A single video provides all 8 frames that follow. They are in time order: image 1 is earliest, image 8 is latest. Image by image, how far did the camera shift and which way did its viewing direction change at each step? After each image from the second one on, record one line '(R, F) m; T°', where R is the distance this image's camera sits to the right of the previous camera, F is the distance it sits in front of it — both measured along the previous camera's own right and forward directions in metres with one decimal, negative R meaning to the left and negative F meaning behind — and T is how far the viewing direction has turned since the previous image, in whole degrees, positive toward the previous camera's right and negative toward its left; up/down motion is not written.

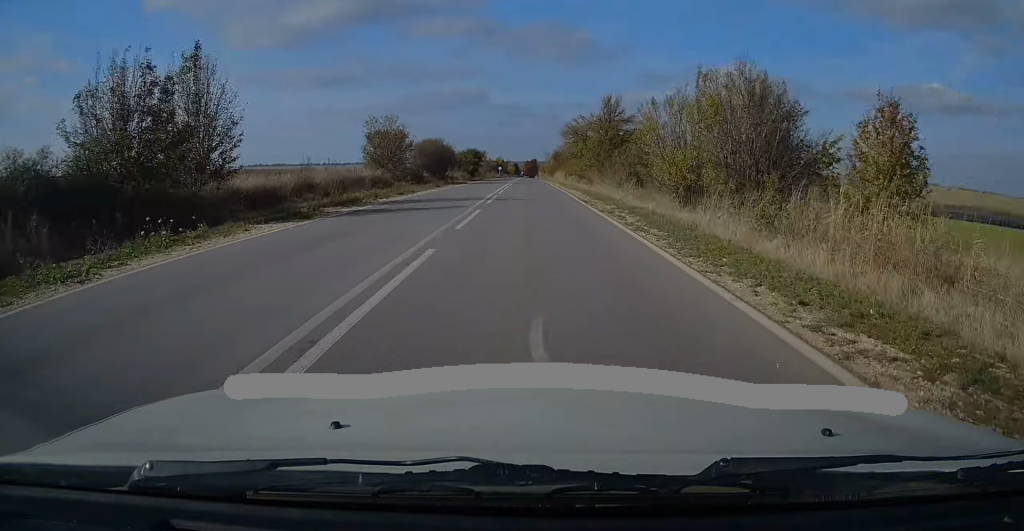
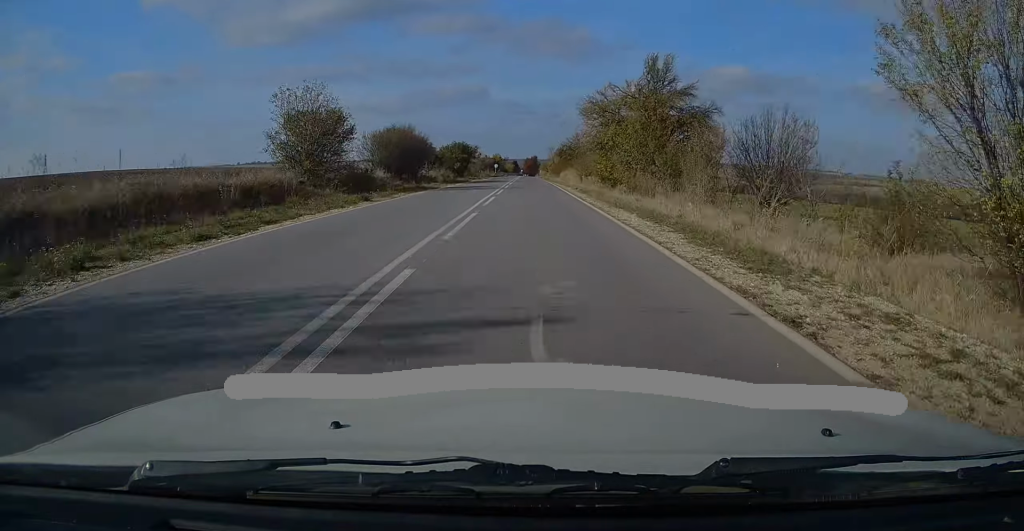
(+0.1, +19.8) m; 0°
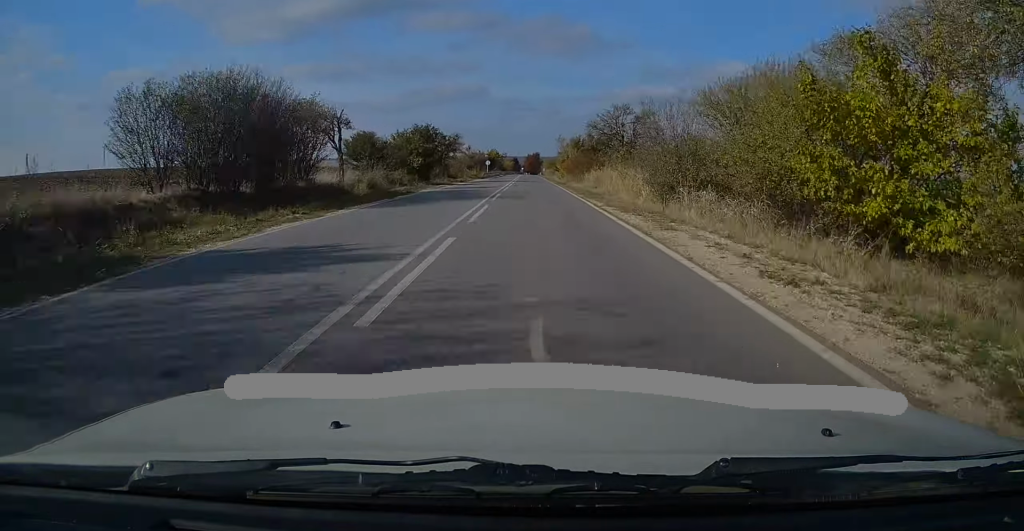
(-0.2, +32.6) m; -1°
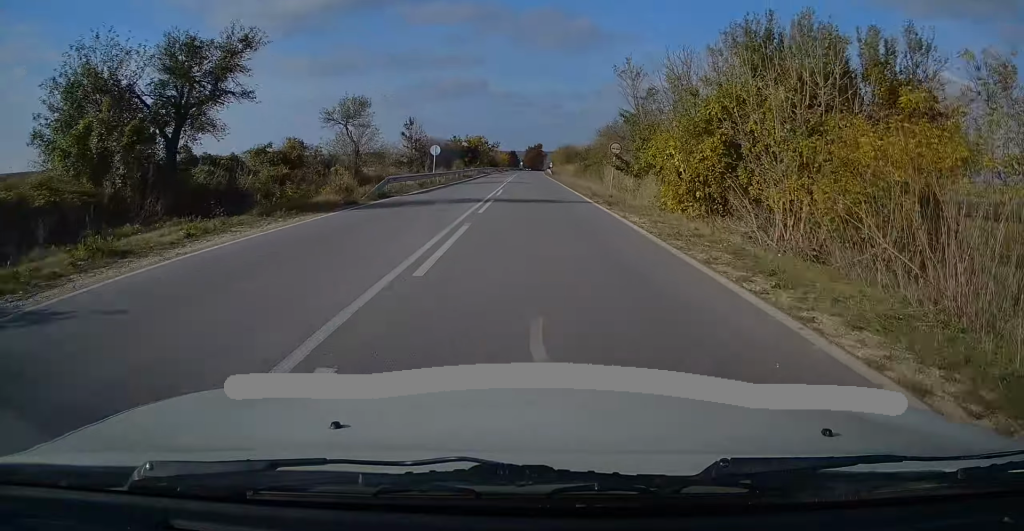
(+0.2, +61.2) m; 0°
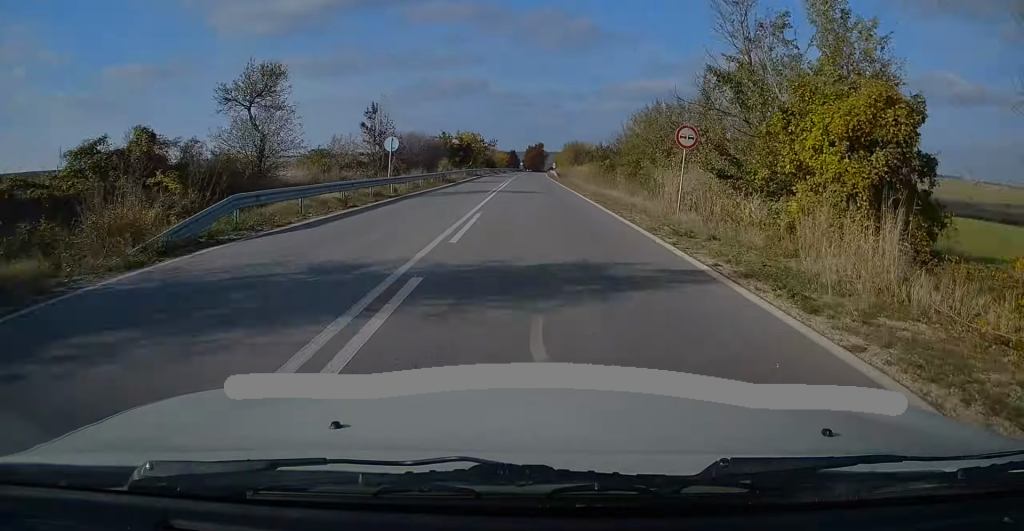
(-0.1, +15.1) m; 0°
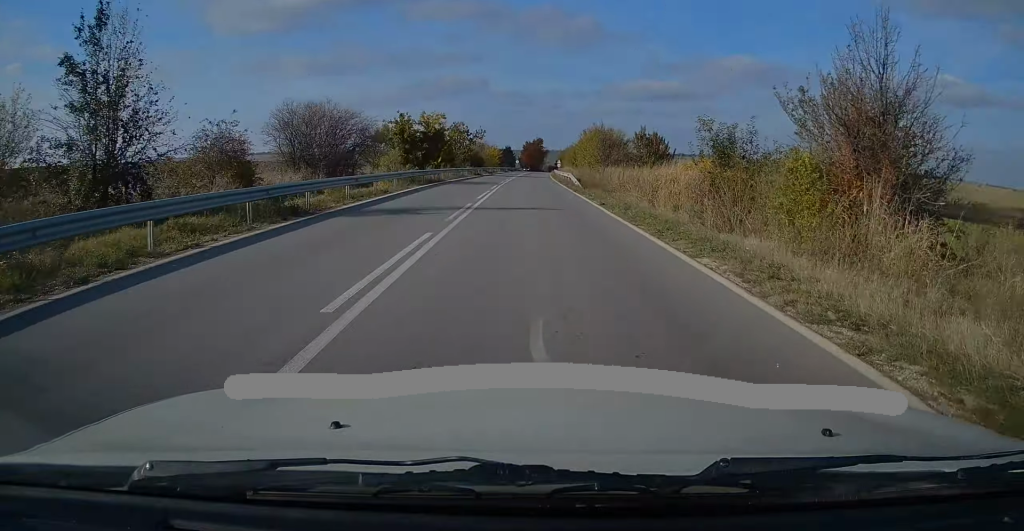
(+0.1, +31.4) m; 0°
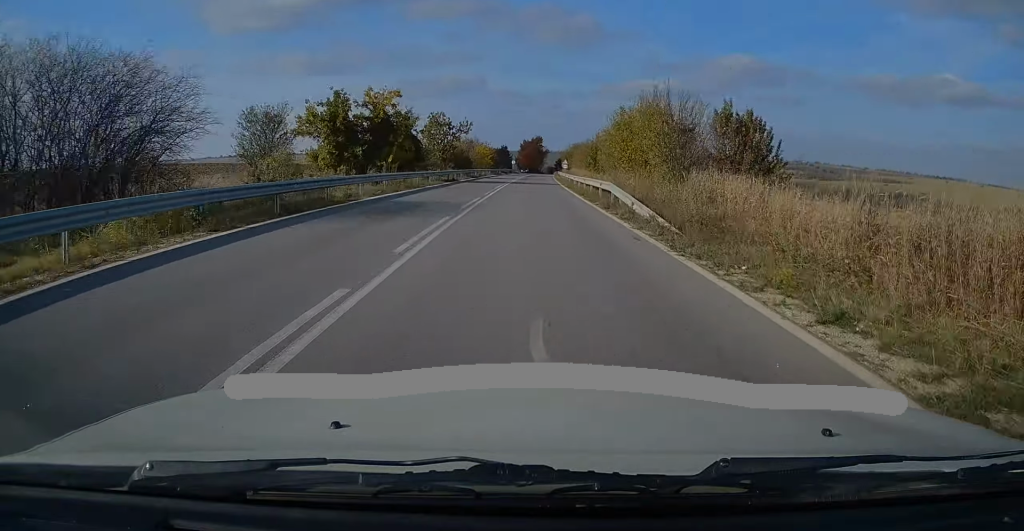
(+0.1, +22.4) m; 0°
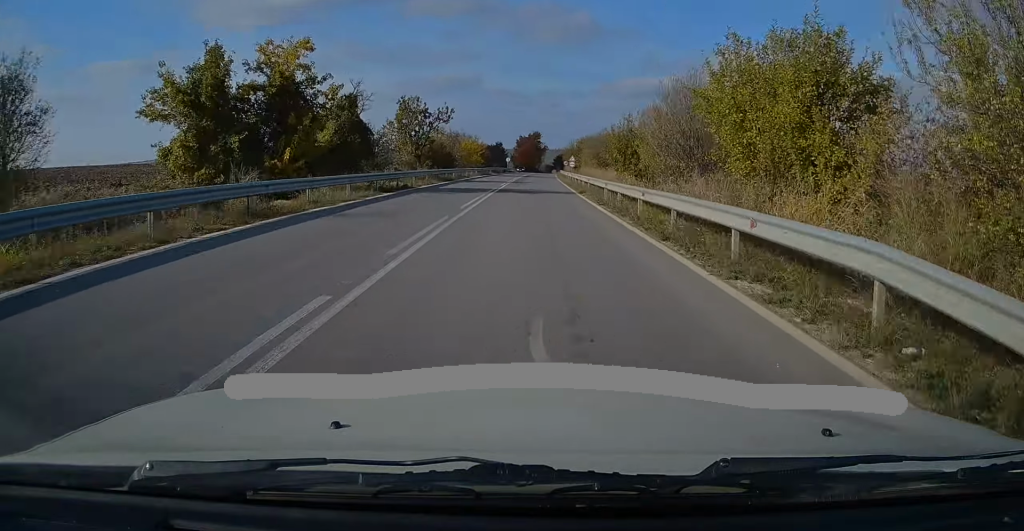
(-0.1, +17.8) m; 0°
